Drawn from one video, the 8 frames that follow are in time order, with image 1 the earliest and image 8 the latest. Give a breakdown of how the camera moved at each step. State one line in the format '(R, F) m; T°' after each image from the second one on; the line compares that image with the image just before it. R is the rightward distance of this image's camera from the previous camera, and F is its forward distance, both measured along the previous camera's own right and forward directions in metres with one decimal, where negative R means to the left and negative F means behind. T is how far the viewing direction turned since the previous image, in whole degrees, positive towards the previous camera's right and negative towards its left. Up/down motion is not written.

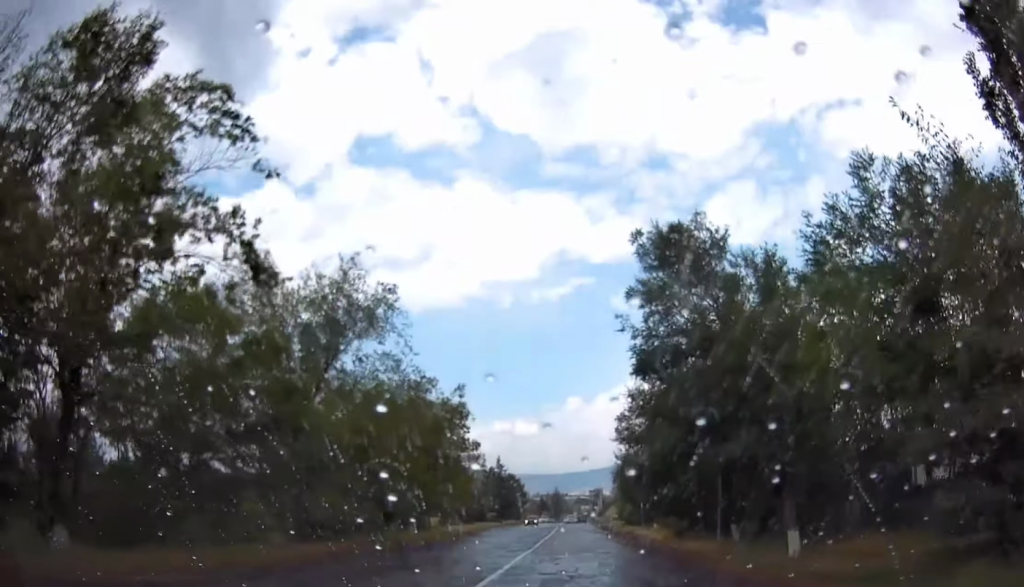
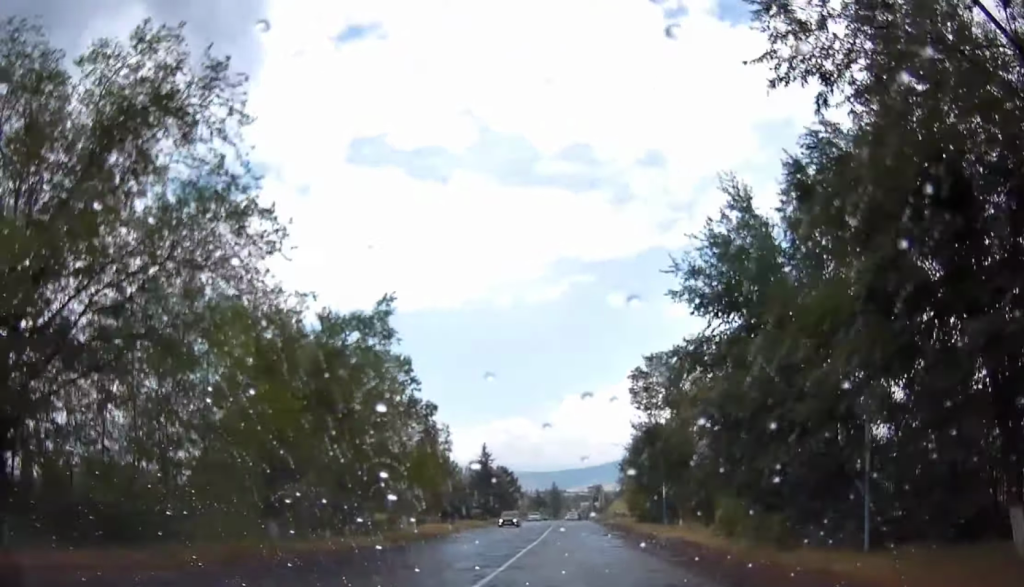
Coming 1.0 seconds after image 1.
(+0.4, +14.5) m; 0°
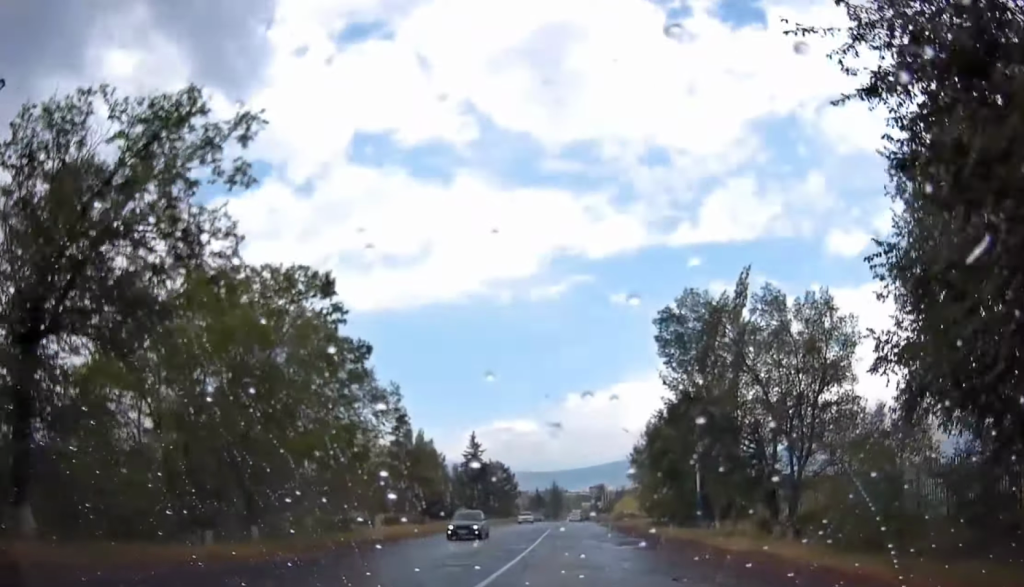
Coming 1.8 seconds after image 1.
(-0.1, +11.1) m; 0°
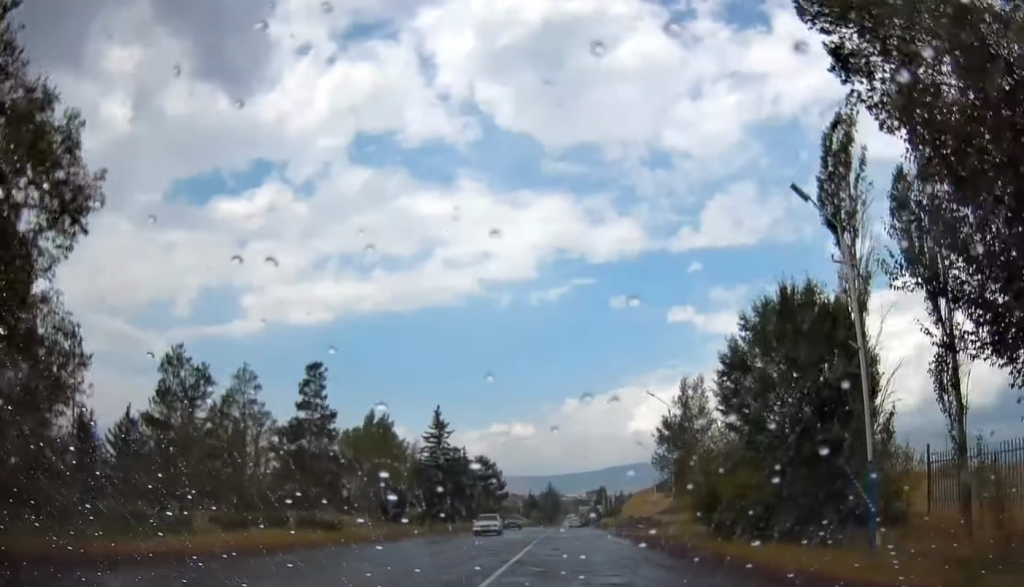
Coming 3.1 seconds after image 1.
(0.0, +19.0) m; 0°
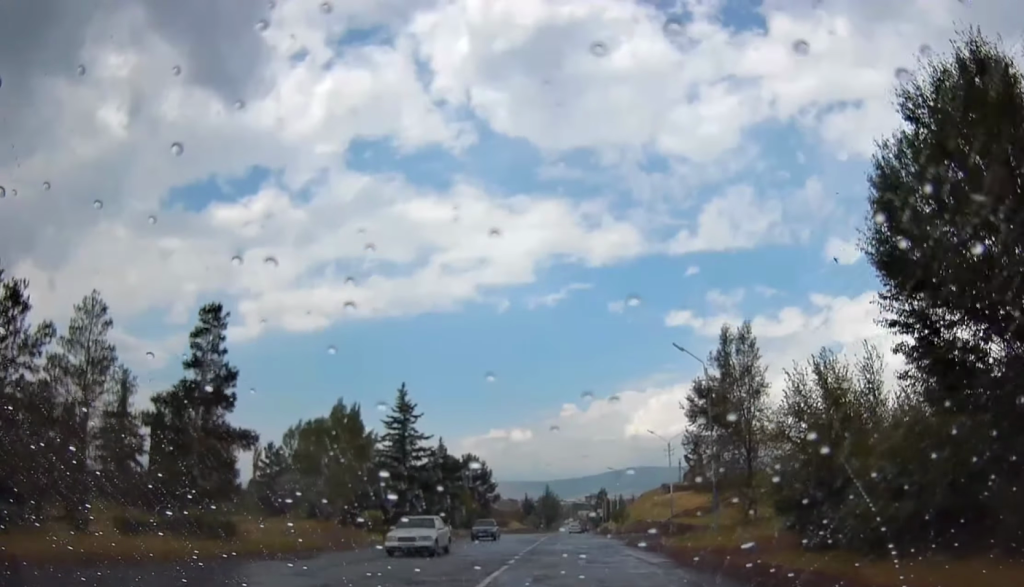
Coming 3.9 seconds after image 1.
(-0.1, +11.3) m; 0°
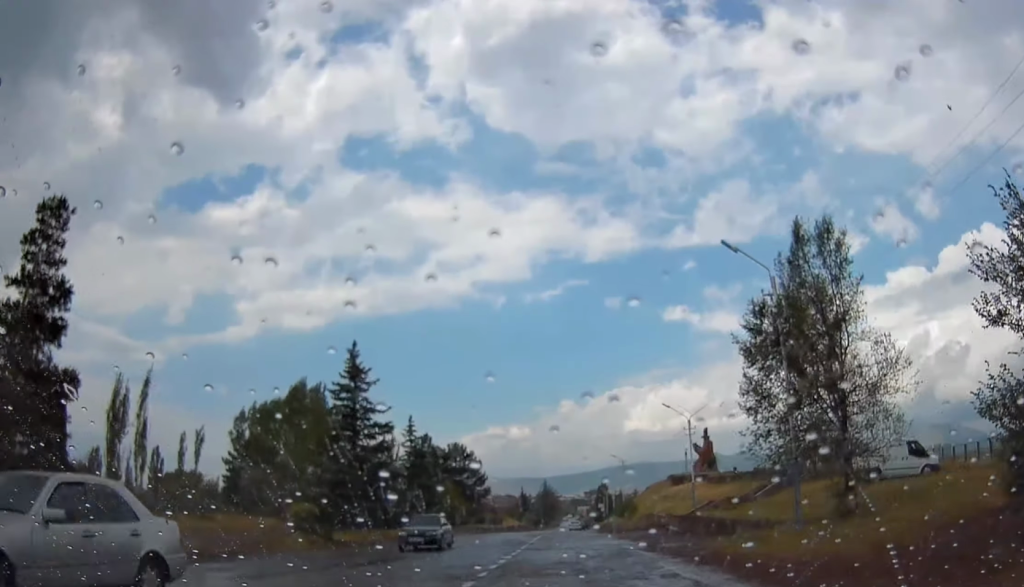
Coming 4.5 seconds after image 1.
(-0.1, +10.0) m; 0°
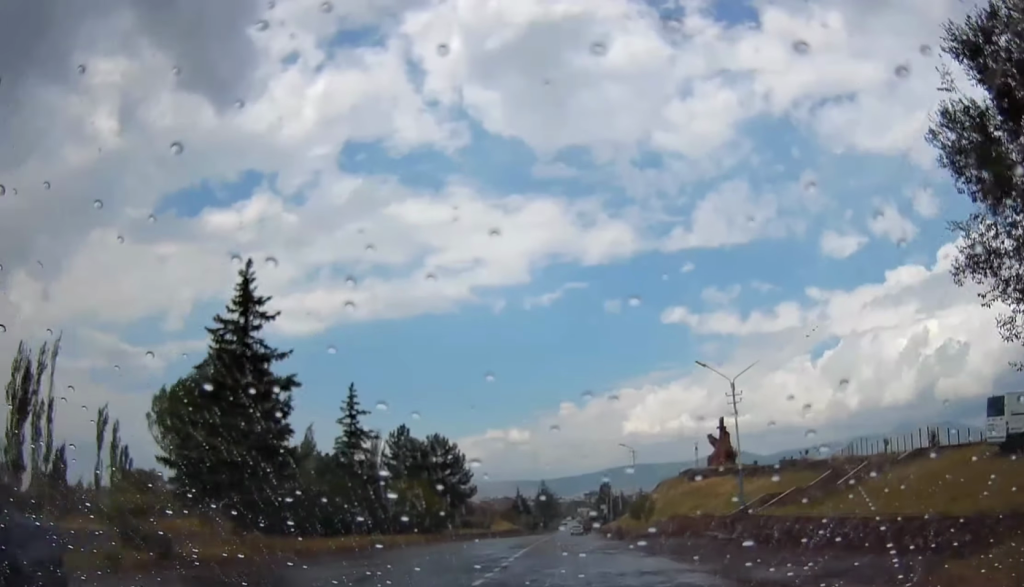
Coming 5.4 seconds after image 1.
(+0.3, +12.3) m; +1°
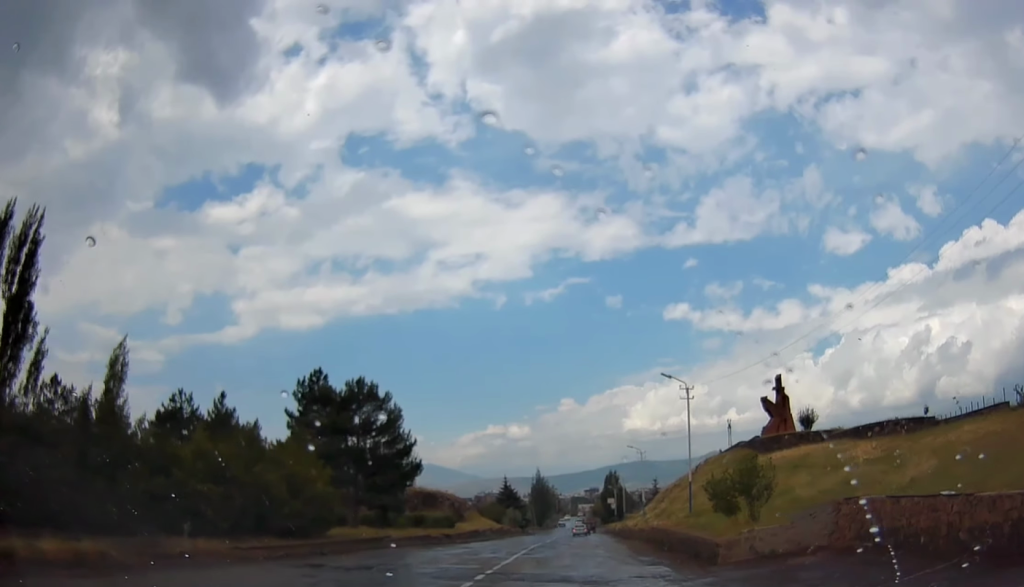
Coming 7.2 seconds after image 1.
(0.0, +27.1) m; 0°
